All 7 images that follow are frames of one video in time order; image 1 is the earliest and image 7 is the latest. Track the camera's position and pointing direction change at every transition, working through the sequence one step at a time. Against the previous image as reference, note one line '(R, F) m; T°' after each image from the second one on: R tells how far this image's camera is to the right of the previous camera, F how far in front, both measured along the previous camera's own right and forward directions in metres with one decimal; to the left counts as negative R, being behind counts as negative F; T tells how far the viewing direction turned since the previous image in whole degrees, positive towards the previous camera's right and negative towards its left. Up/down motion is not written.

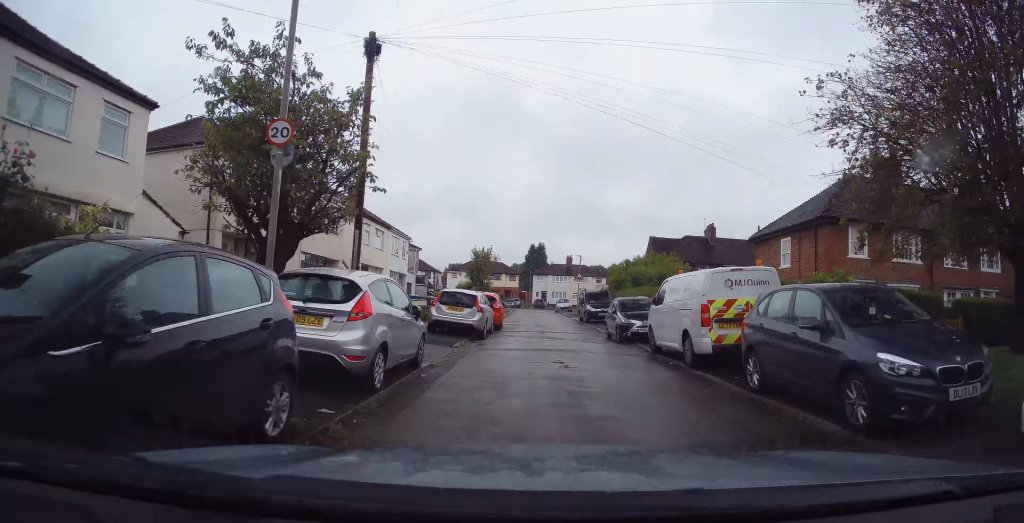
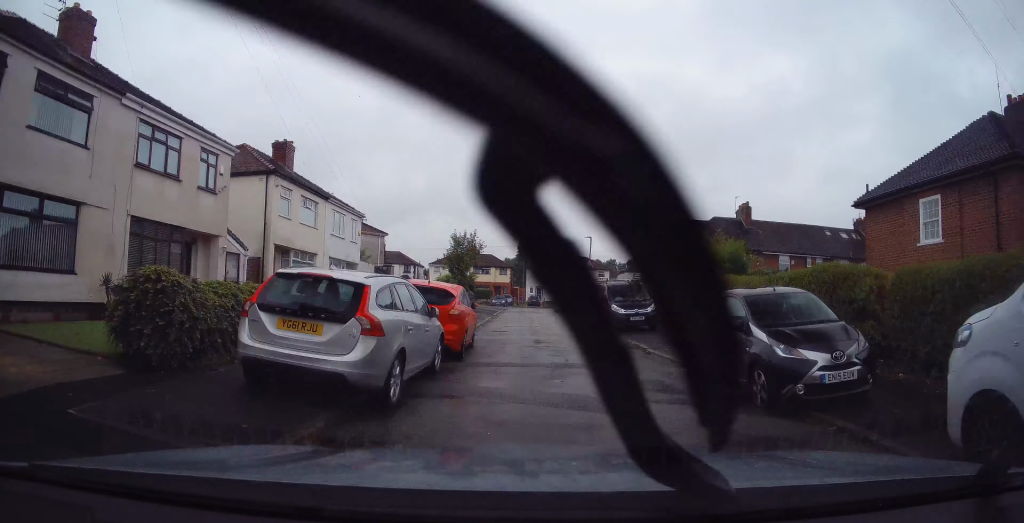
(-0.4, +11.4) m; -5°
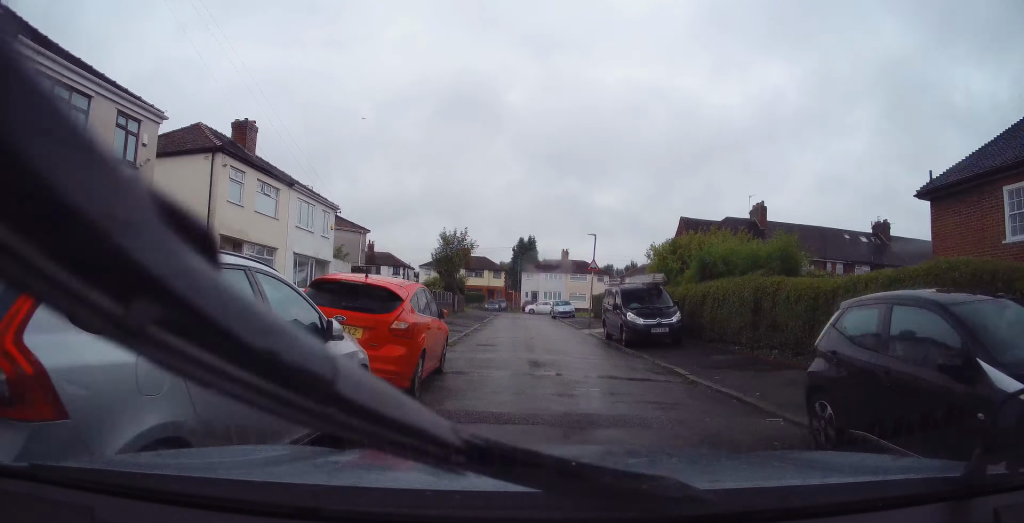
(-0.2, +4.2) m; +2°
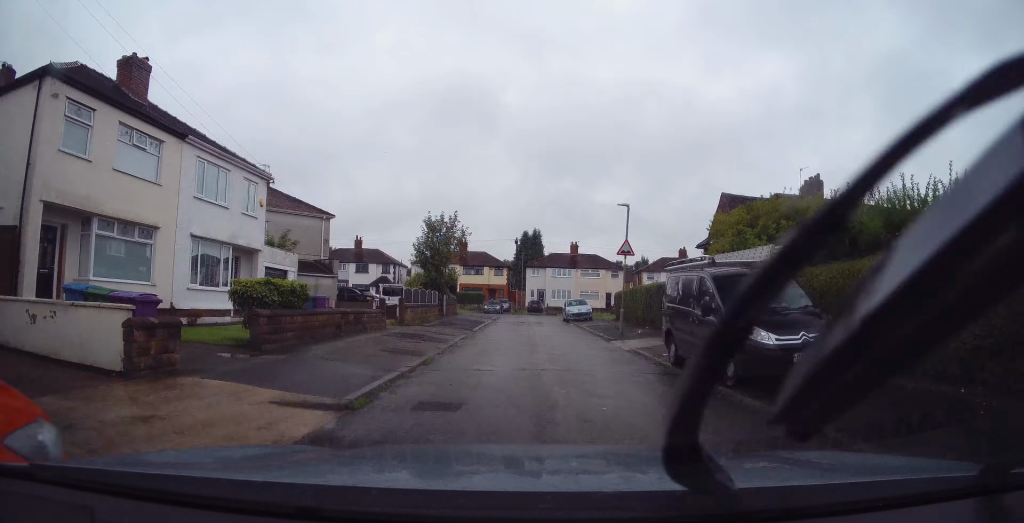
(+0.5, +8.7) m; +3°
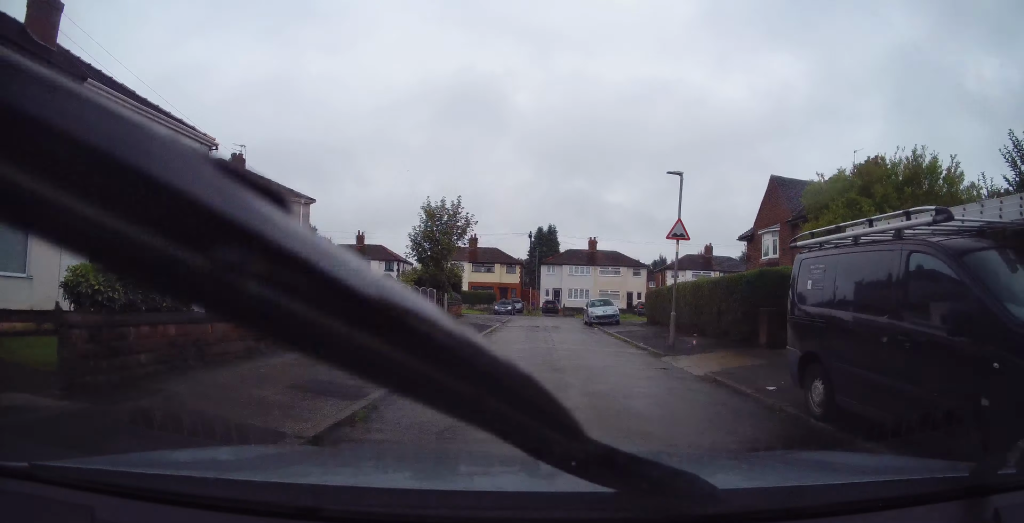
(-0.2, +5.3) m; -4°
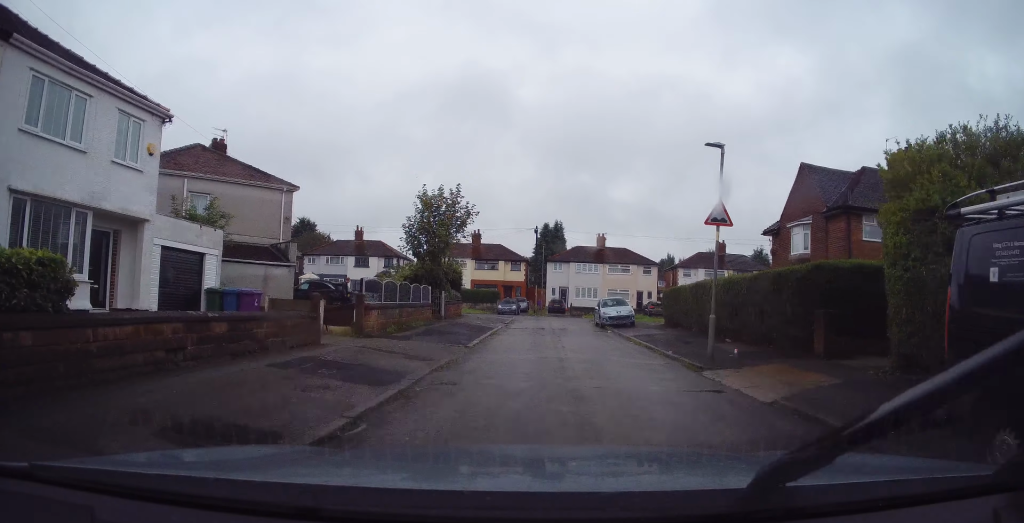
(-0.1, +2.8) m; -1°
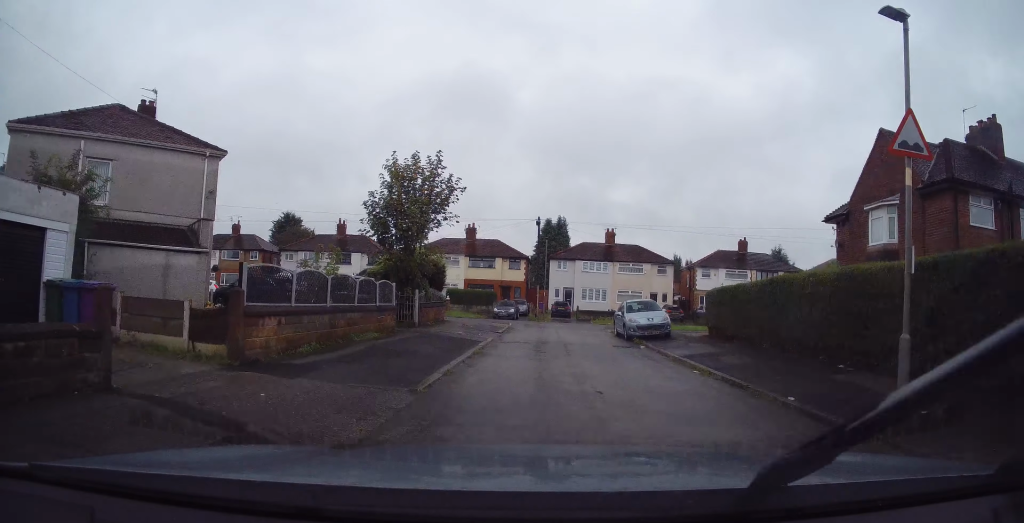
(-0.1, +6.9) m; +1°
